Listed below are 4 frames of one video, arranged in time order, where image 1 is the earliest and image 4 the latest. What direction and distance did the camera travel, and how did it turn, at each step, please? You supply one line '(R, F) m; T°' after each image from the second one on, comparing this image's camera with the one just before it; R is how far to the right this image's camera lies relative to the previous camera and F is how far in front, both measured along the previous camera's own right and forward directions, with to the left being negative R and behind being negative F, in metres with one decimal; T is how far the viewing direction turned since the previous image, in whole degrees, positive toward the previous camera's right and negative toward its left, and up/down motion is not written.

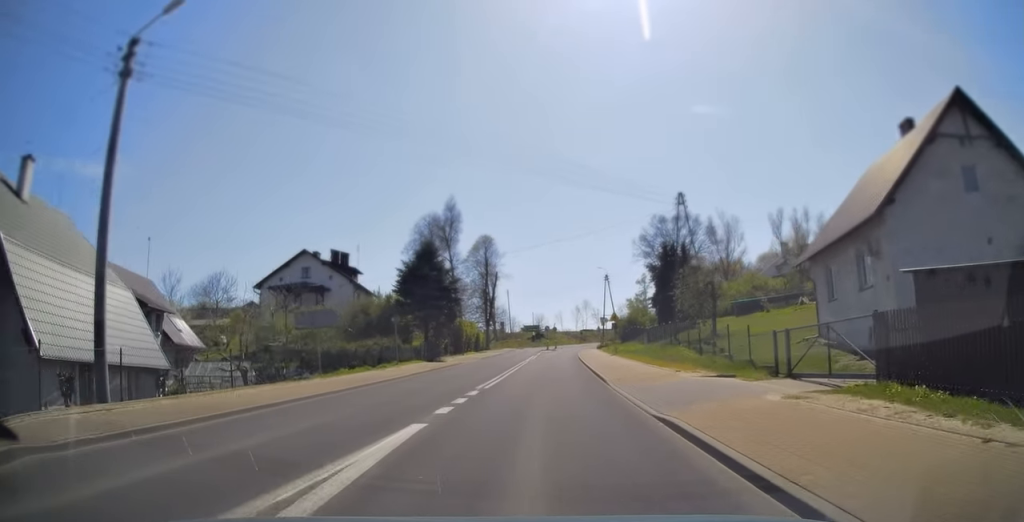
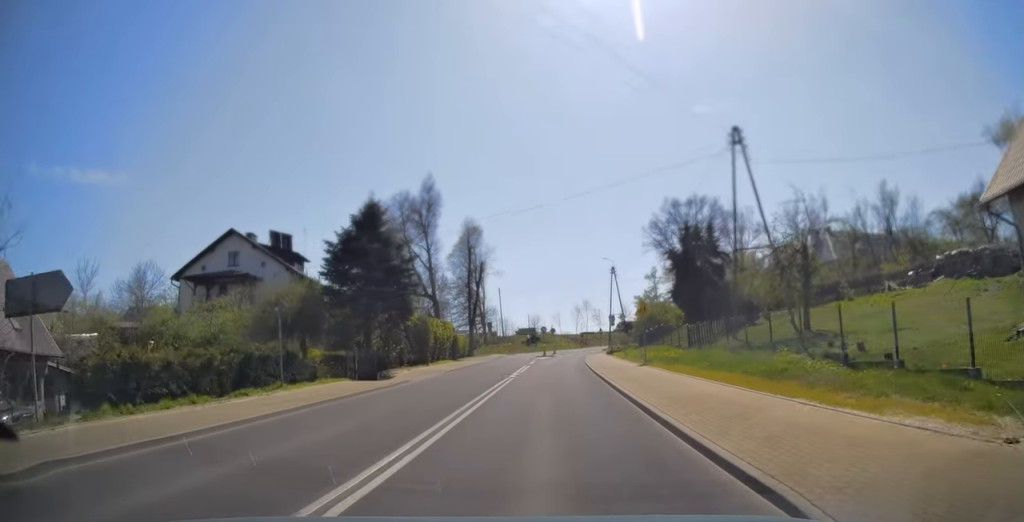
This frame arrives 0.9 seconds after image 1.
(0.0, +14.1) m; 0°
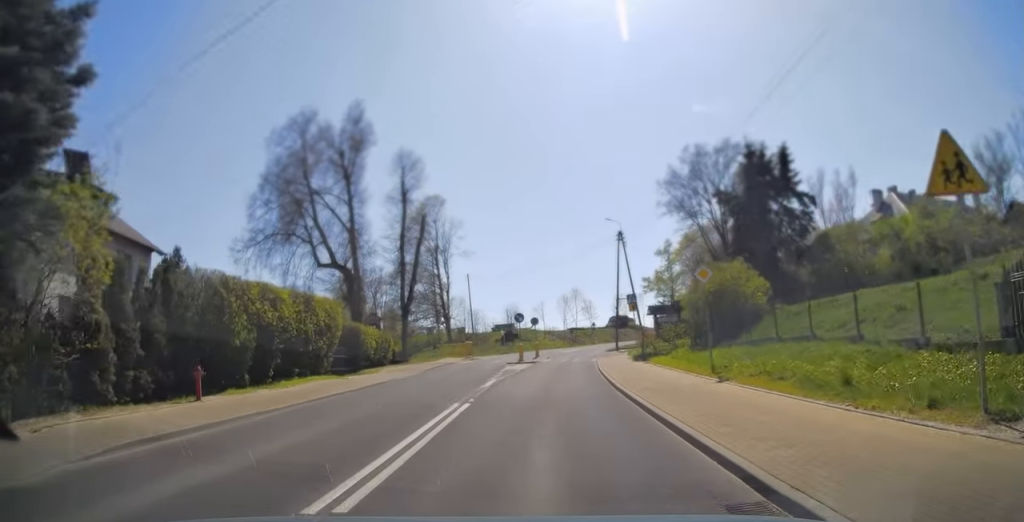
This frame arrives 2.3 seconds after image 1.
(+0.3, +24.1) m; +2°
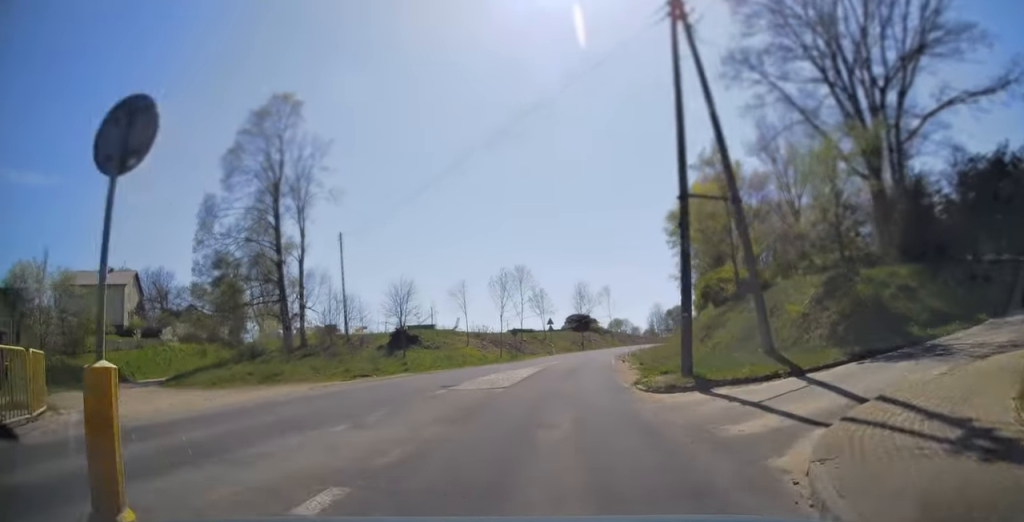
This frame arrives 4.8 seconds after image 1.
(+1.7, +40.3) m; +6°
